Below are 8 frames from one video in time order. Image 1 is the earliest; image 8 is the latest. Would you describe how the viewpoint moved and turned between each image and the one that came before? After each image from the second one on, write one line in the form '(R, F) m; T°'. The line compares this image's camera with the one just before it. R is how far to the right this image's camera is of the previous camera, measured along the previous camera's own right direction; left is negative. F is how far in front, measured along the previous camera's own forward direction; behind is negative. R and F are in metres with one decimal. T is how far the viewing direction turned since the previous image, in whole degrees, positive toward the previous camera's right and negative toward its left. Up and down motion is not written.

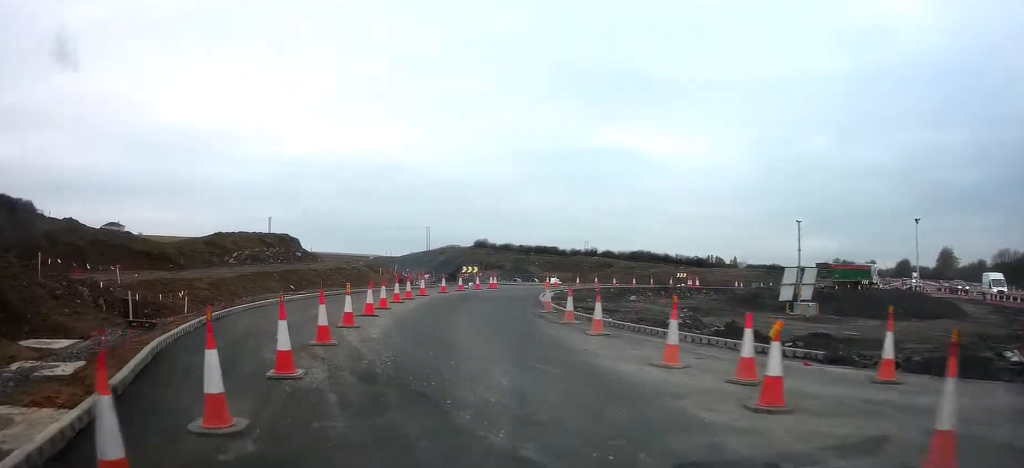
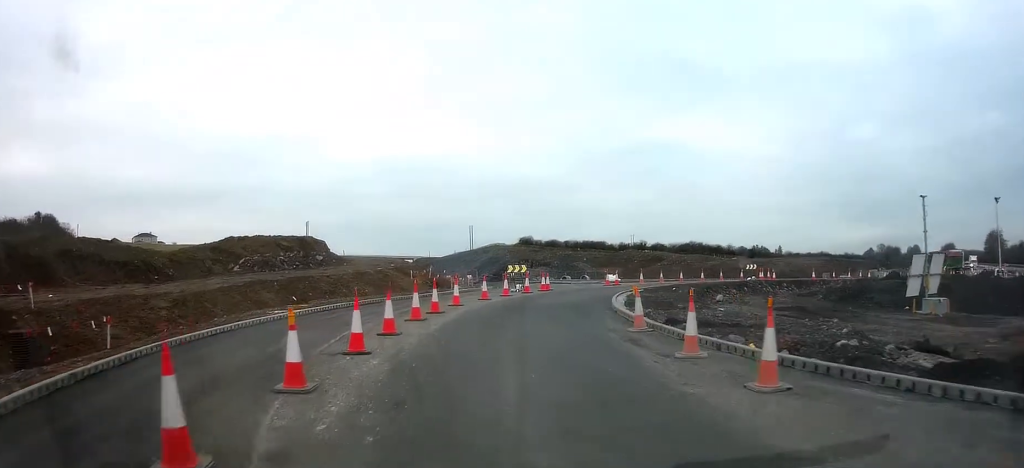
(-0.2, +5.2) m; -3°
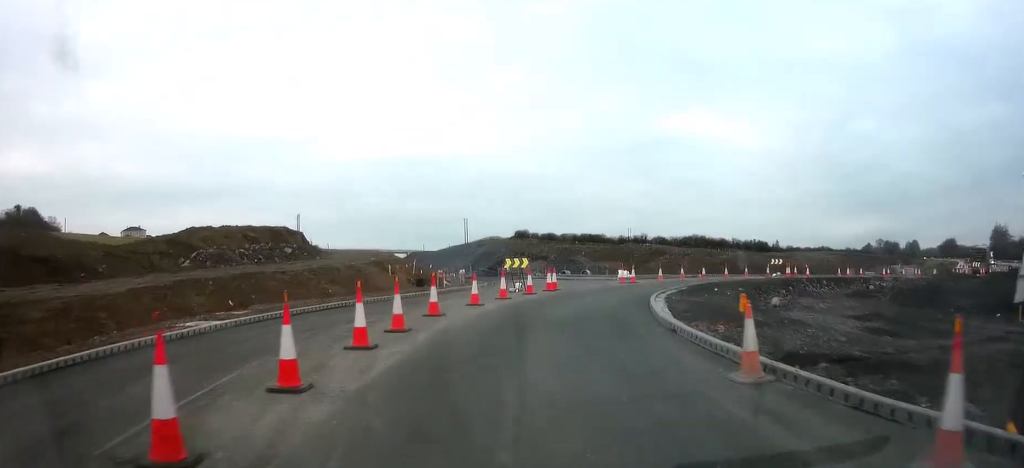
(0.0, +5.3) m; +1°
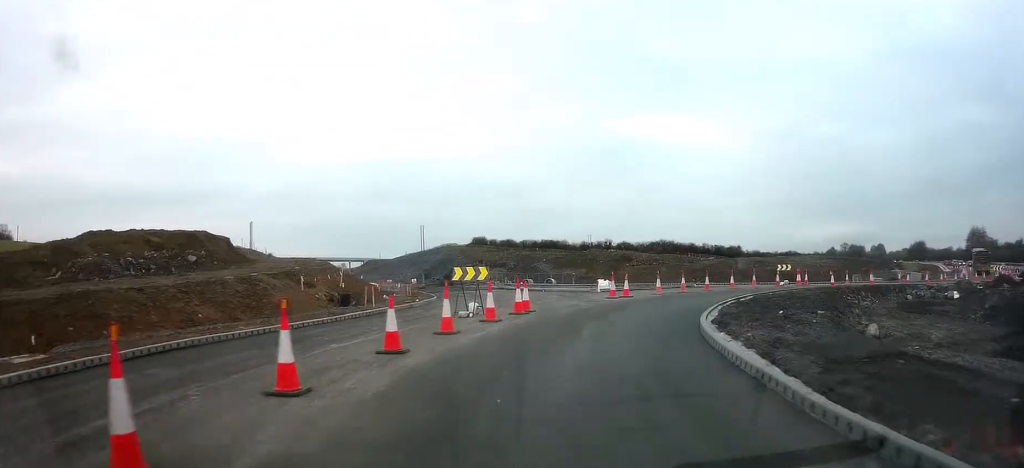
(+0.2, +7.9) m; +2°
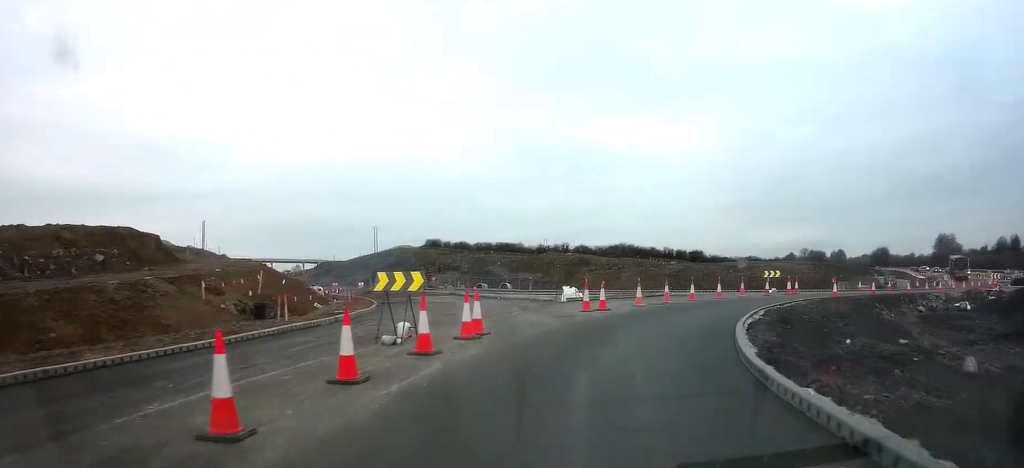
(+0.1, +5.0) m; +3°
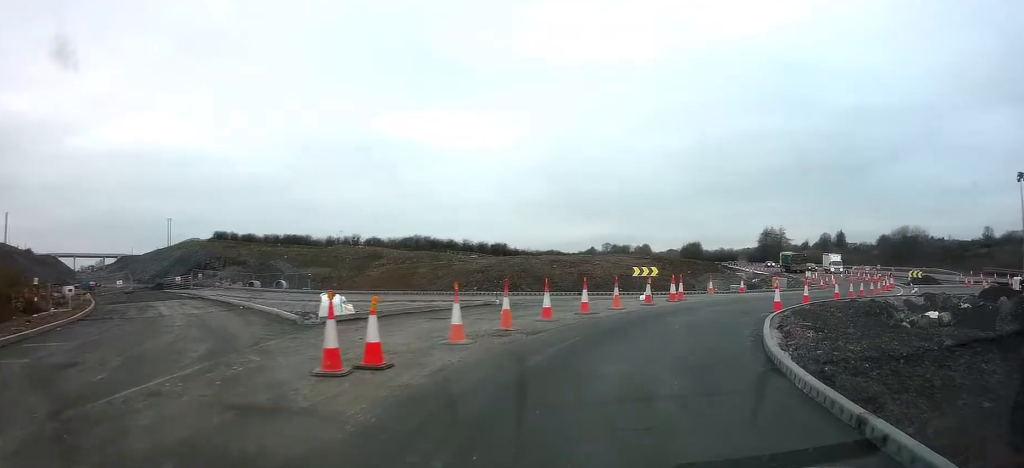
(+1.6, +12.9) m; +21°
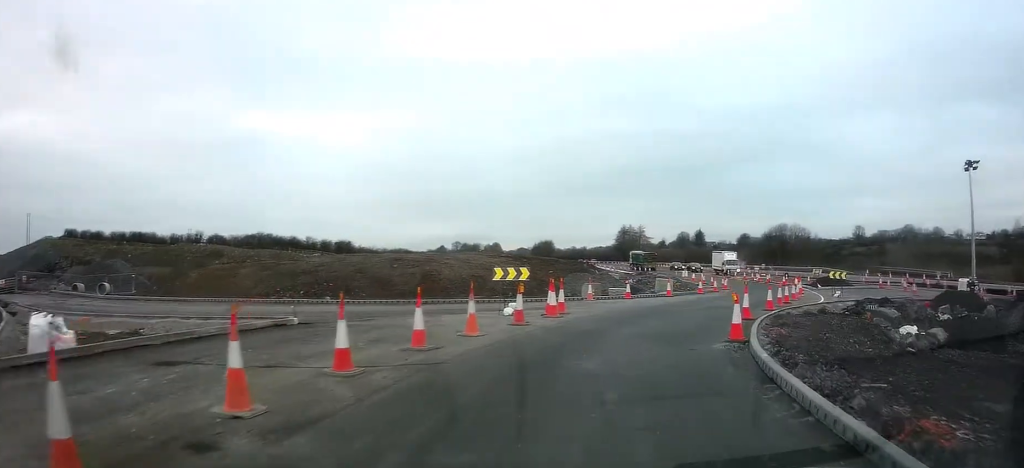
(+1.3, +8.5) m; +14°
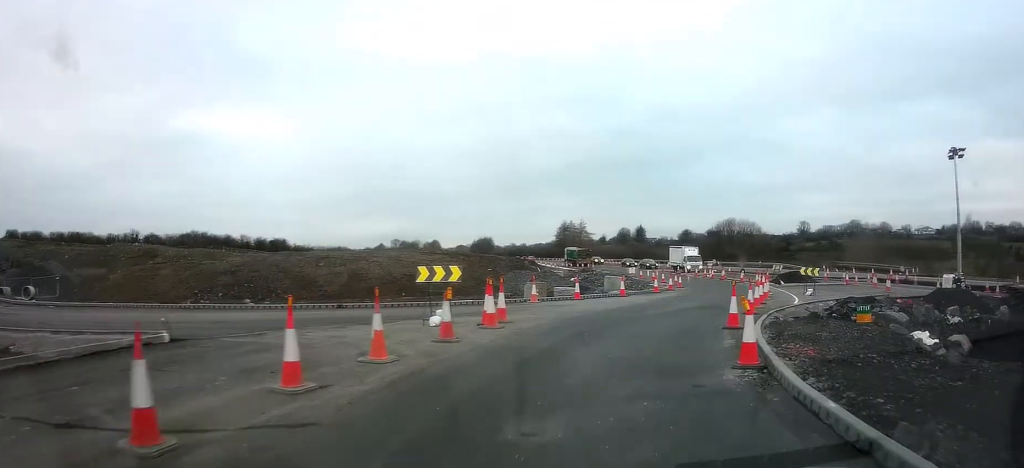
(+0.1, +4.3) m; +5°
